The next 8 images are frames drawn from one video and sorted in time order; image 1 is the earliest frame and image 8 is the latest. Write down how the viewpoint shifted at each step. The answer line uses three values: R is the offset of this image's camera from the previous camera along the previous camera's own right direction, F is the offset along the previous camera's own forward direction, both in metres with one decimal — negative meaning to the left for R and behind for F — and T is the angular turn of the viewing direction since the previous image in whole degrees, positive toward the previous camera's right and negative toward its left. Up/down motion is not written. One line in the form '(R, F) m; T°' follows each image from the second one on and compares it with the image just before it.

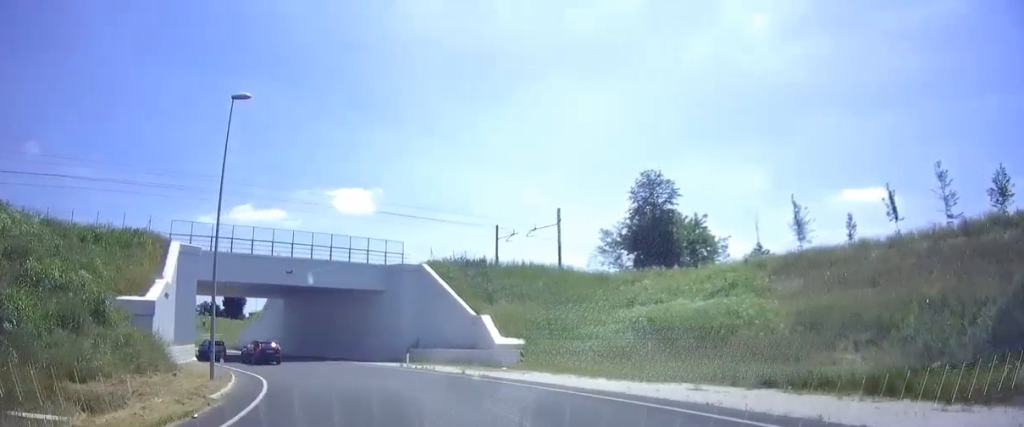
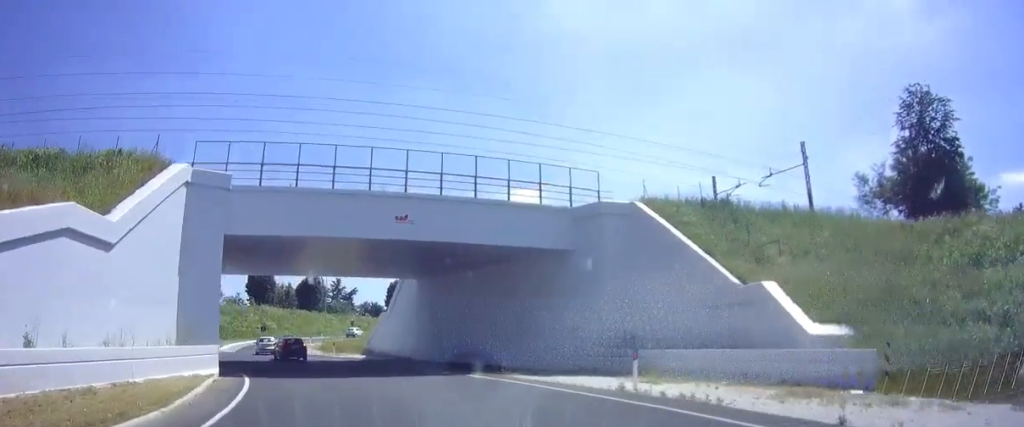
(-2.7, +17.1) m; -18°
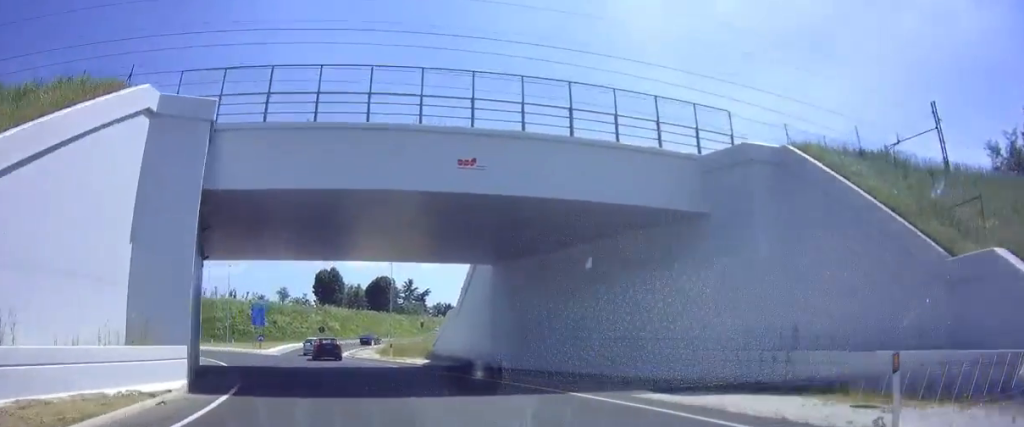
(-0.3, +7.1) m; -7°
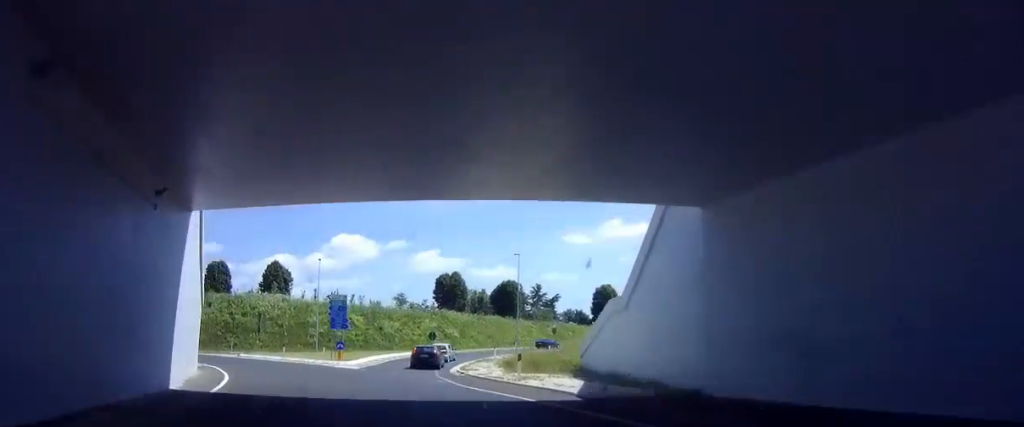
(-1.6, +13.6) m; -10°
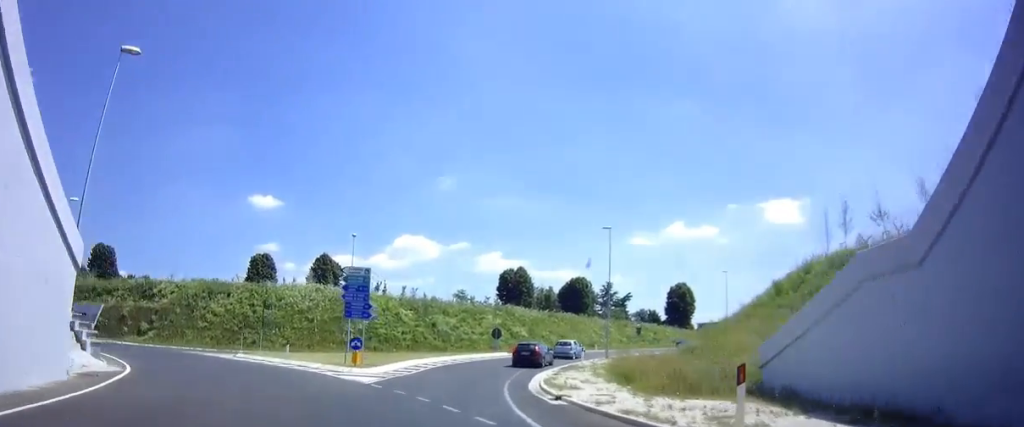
(-0.9, +13.0) m; -6°
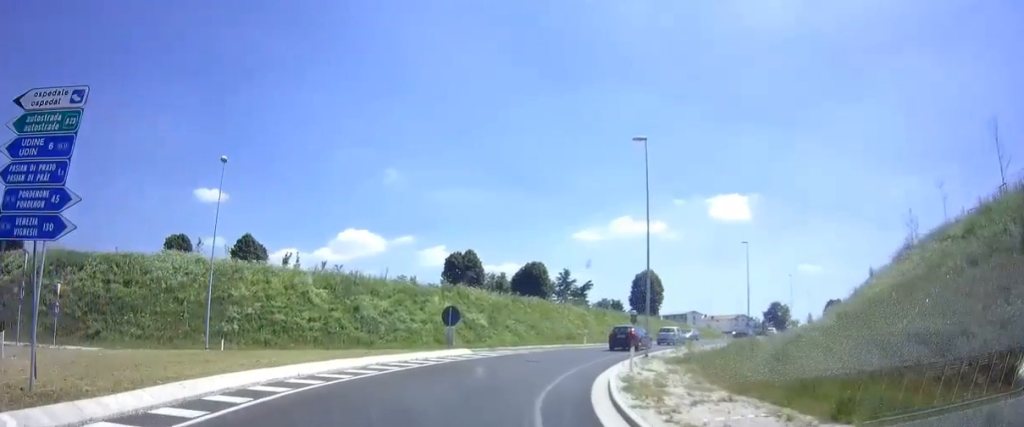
(-0.3, +19.0) m; +5°
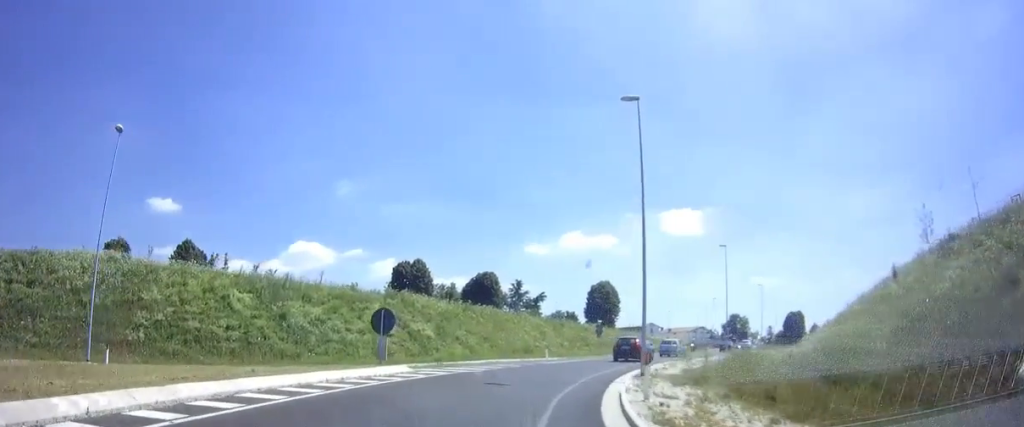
(+0.1, +6.2) m; +5°
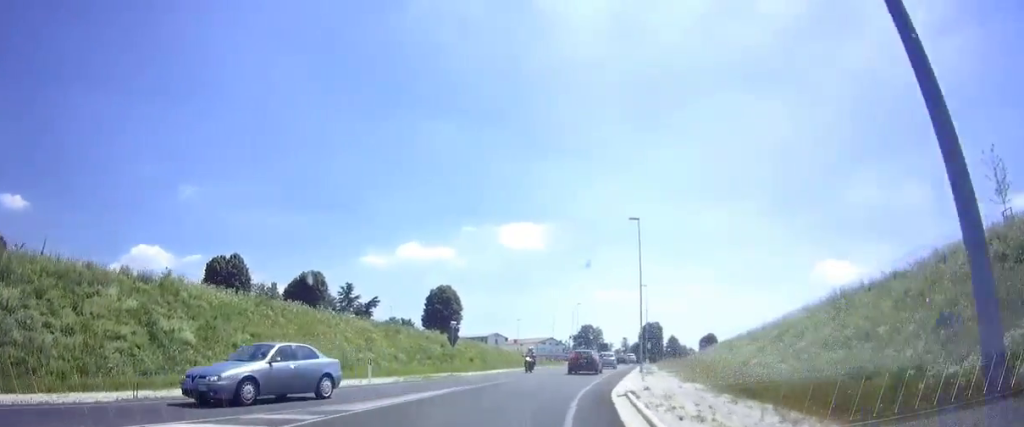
(+2.8, +17.2) m; +17°
